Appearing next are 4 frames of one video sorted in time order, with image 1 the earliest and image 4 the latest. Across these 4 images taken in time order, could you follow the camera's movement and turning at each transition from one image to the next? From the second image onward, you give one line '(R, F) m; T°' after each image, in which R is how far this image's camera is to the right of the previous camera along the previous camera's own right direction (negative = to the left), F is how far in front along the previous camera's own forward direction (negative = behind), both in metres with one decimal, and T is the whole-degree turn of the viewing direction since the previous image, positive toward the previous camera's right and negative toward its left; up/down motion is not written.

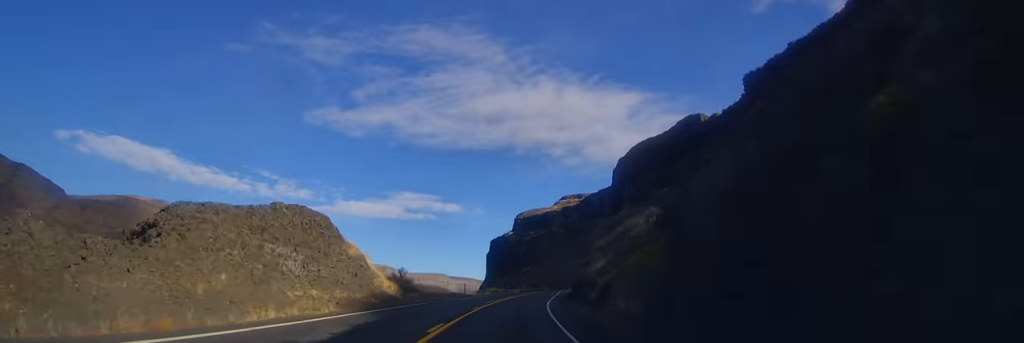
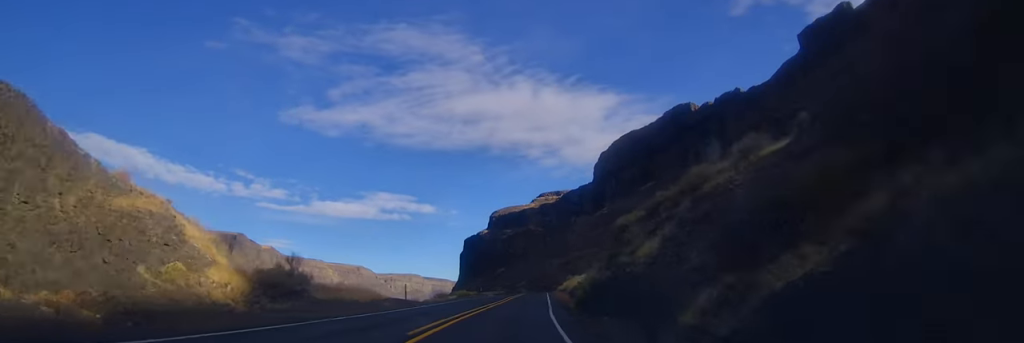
(0.0, +22.3) m; +1°
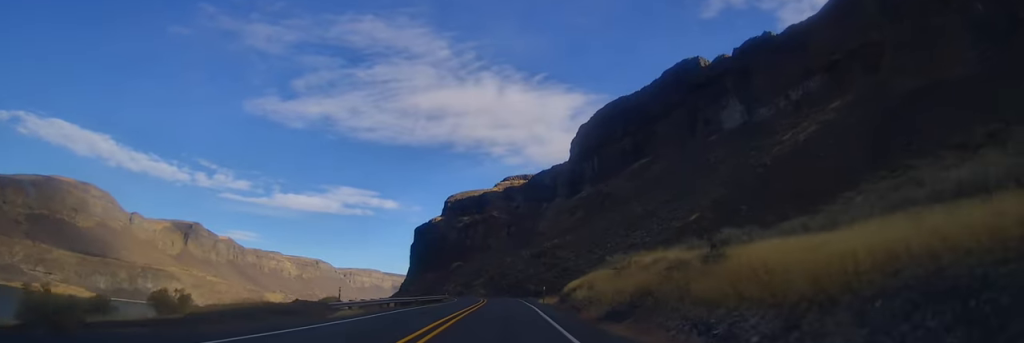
(+3.5, +62.0) m; +7°
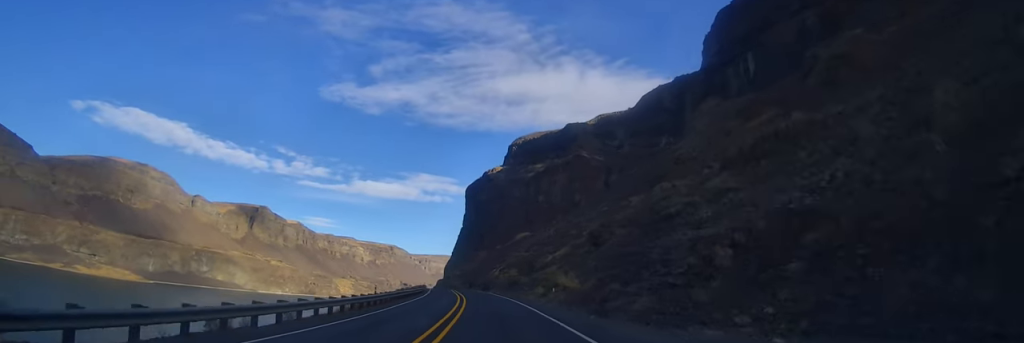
(+1.5, +113.2) m; -2°
